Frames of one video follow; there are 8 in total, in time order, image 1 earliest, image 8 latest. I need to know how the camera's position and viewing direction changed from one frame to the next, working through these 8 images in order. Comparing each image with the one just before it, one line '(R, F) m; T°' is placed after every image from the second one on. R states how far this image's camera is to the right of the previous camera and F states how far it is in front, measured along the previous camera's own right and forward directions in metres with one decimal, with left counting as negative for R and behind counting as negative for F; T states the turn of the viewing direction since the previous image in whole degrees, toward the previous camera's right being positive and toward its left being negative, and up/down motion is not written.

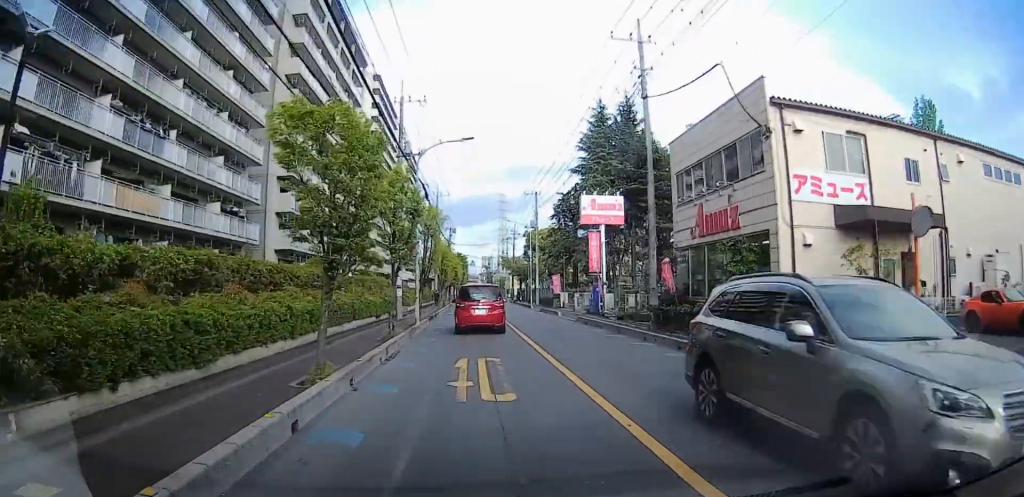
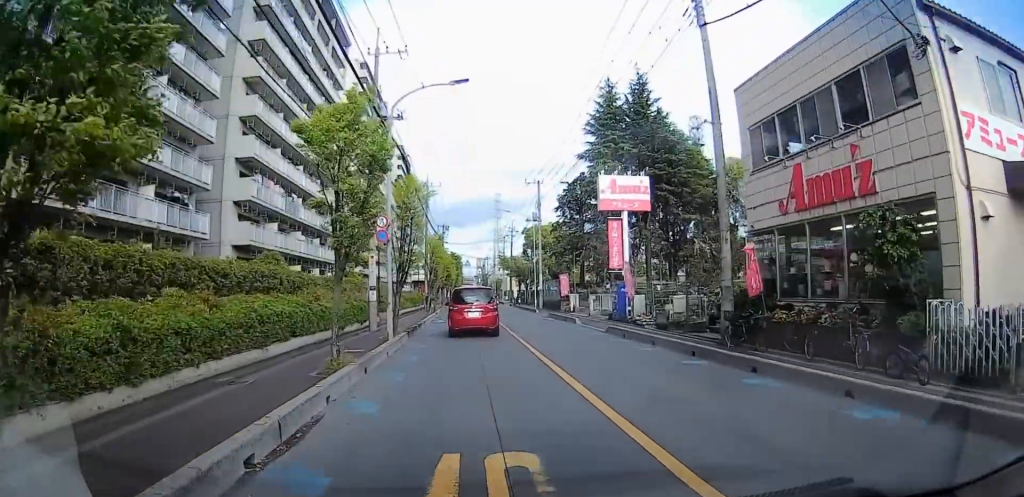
(-0.2, +7.7) m; -2°
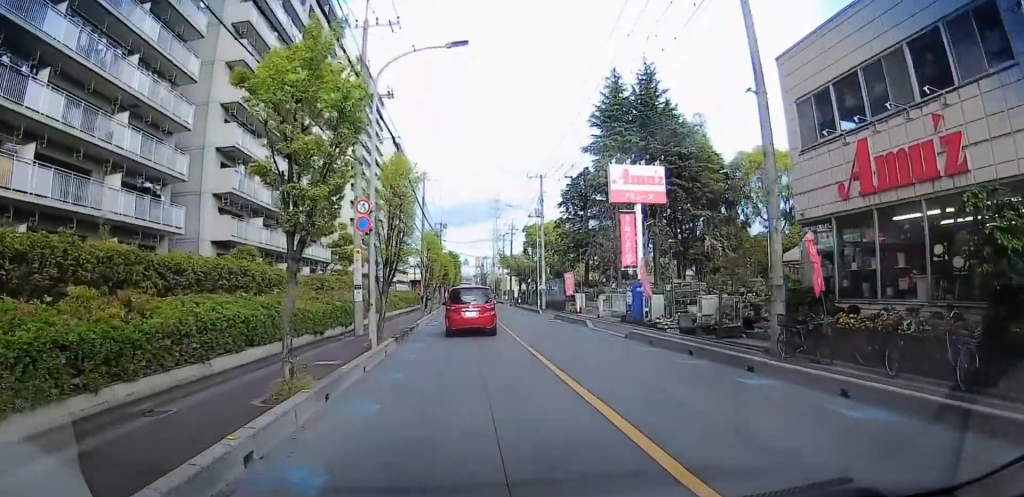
(0.0, +3.2) m; 0°
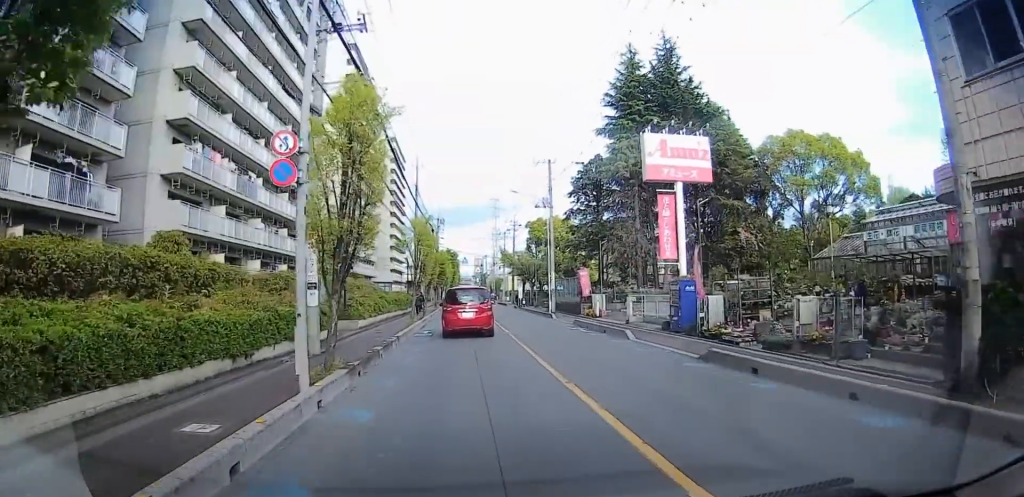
(0.0, +7.0) m; 0°
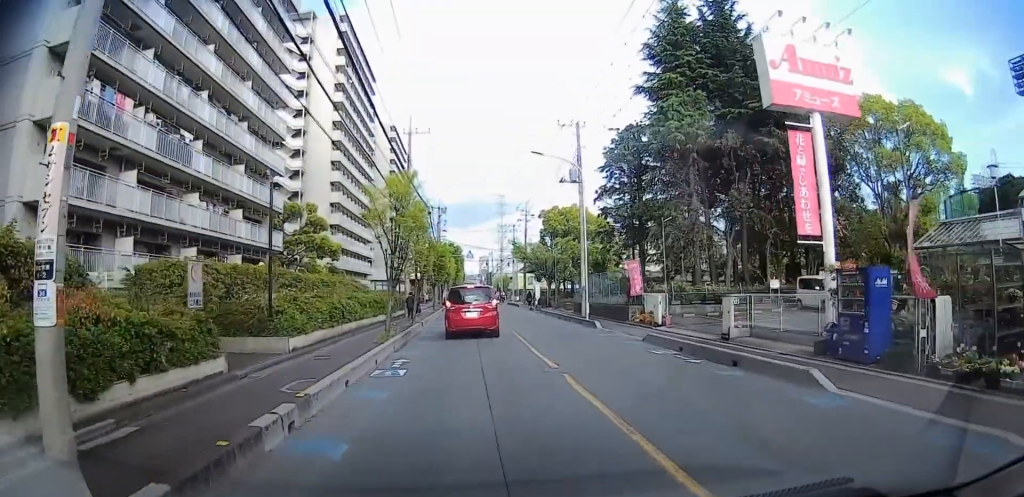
(0.0, +10.9) m; 0°
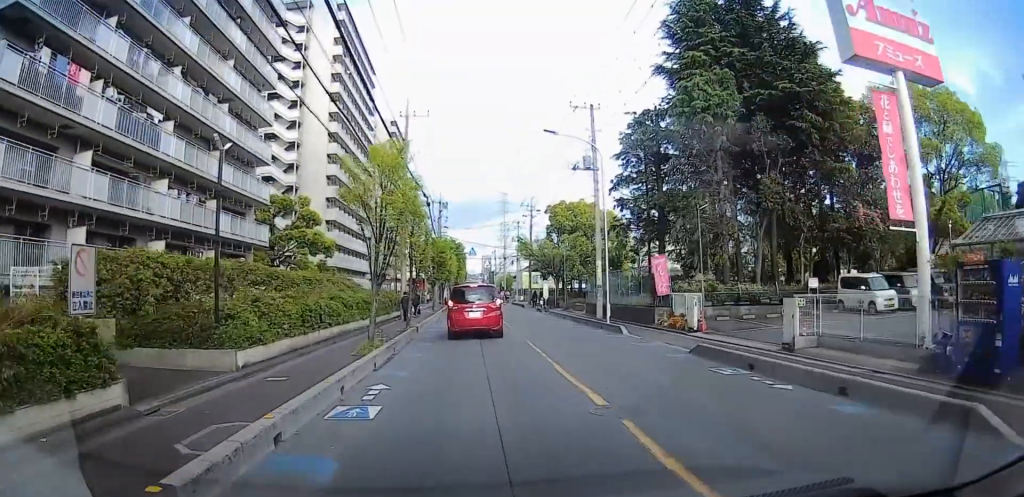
(0.0, +4.0) m; 0°
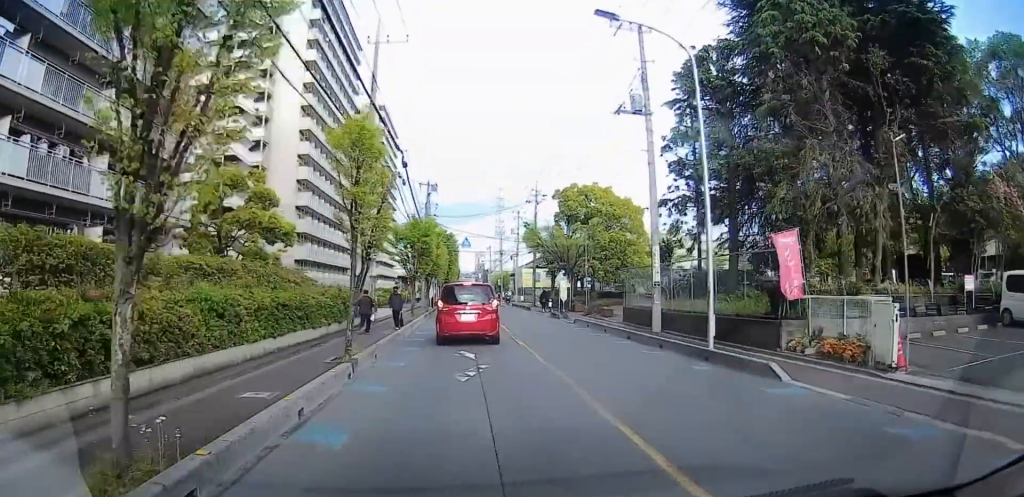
(0.0, +11.8) m; 0°
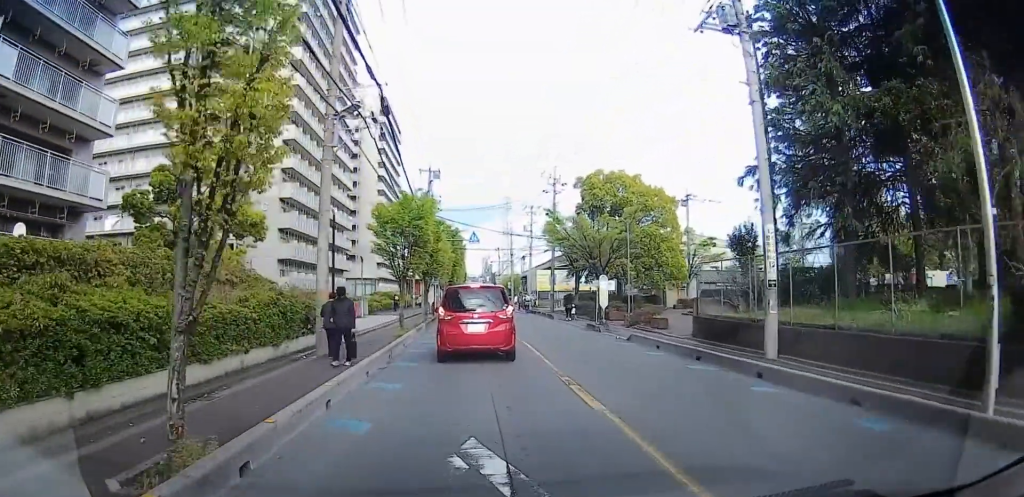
(0.0, +9.2) m; 0°
